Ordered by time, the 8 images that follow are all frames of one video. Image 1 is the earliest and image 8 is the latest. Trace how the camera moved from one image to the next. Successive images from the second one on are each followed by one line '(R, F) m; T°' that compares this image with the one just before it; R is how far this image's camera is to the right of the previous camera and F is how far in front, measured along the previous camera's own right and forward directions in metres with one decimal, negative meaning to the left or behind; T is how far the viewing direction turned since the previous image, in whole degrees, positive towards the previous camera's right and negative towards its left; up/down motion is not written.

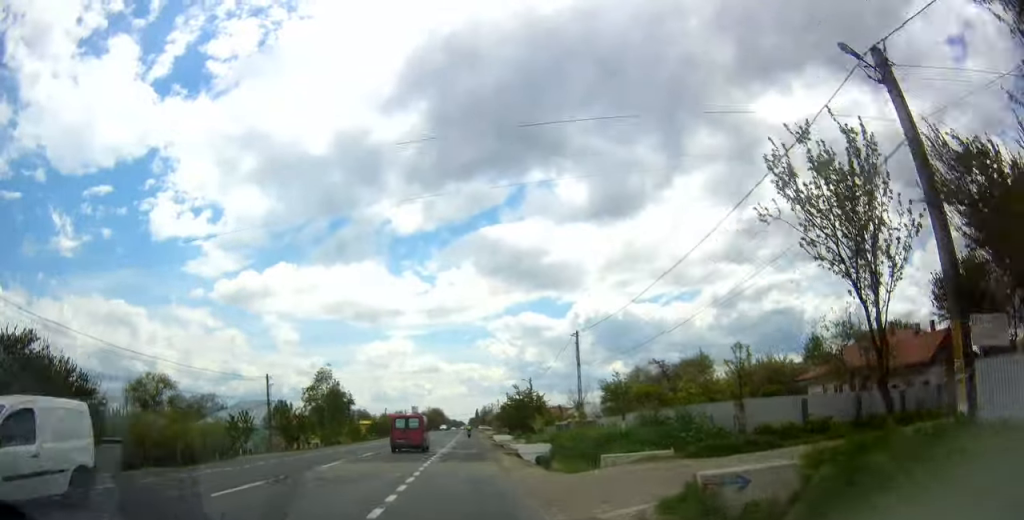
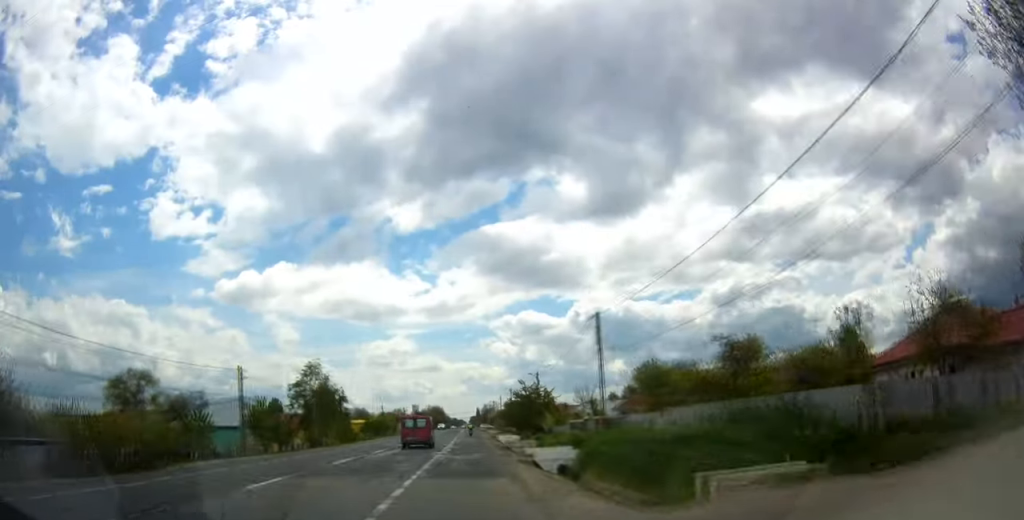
(0.0, +7.0) m; 0°
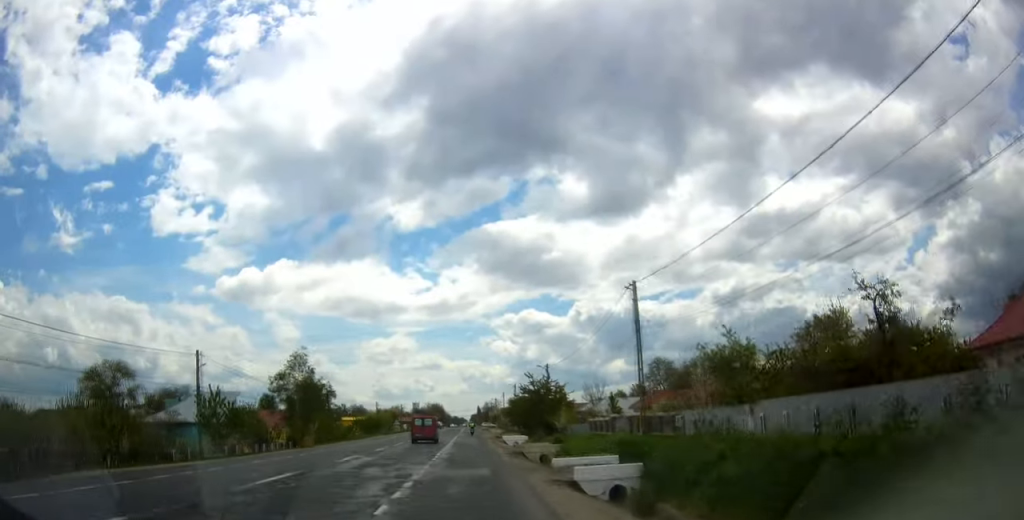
(0.0, +8.2) m; 0°
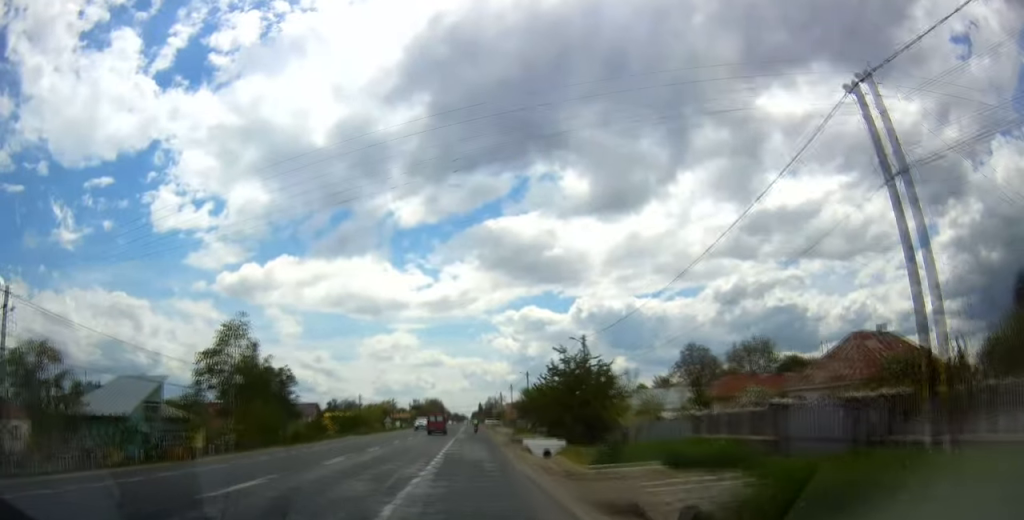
(-0.5, +20.2) m; -2°
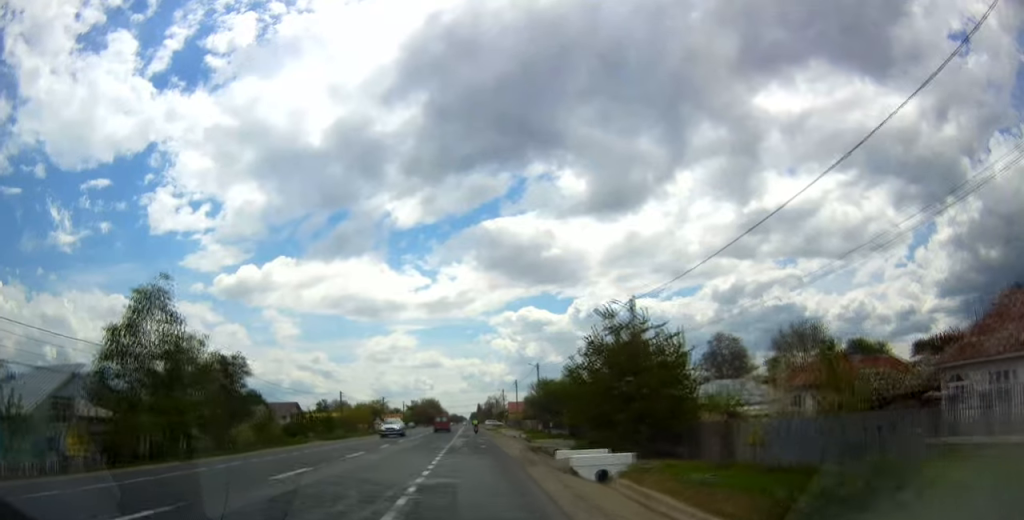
(-0.1, +14.2) m; 0°
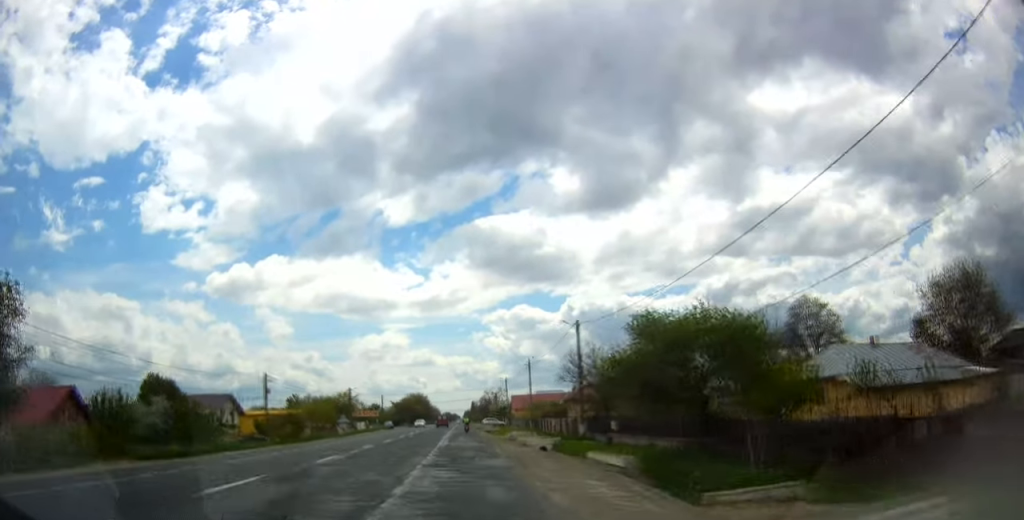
(+0.5, +30.0) m; +1°
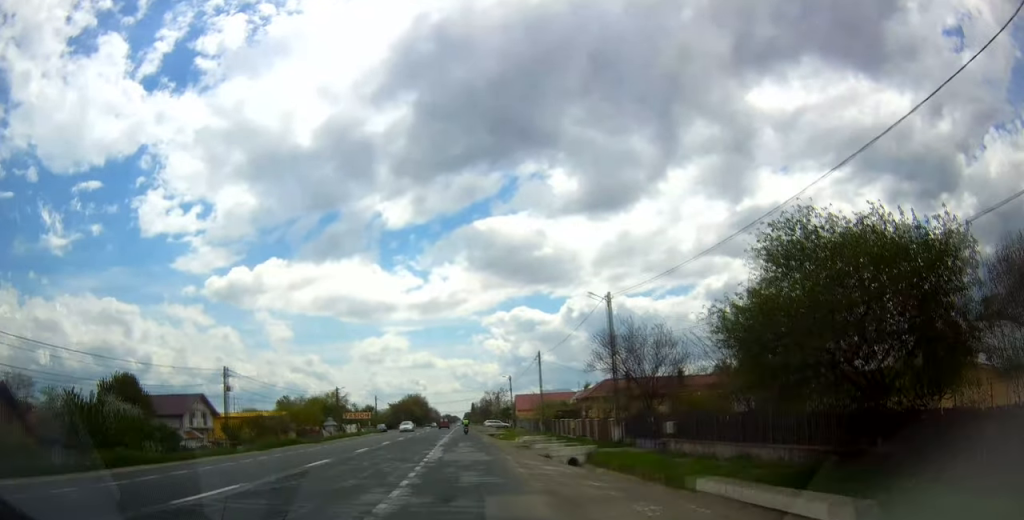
(+0.1, +9.6) m; 0°
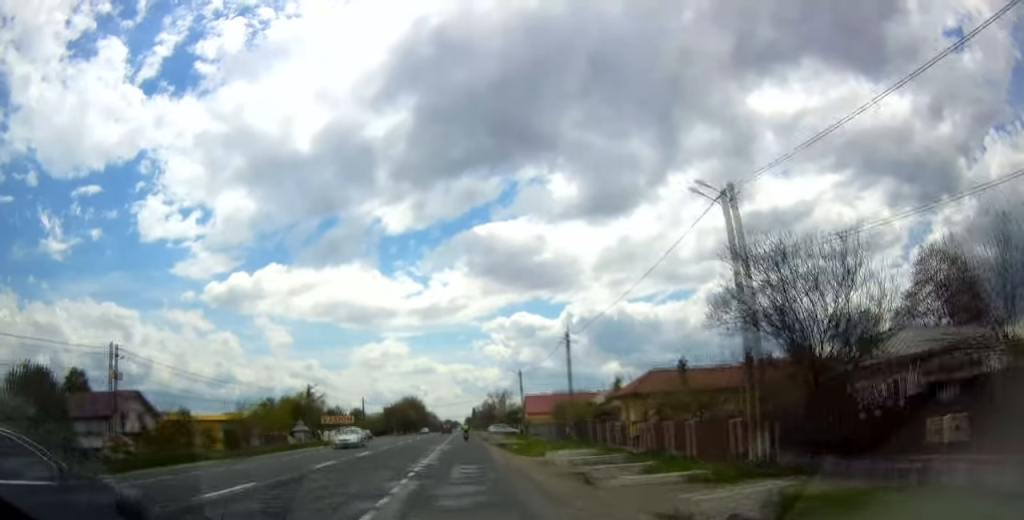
(-0.2, +16.3) m; 0°
